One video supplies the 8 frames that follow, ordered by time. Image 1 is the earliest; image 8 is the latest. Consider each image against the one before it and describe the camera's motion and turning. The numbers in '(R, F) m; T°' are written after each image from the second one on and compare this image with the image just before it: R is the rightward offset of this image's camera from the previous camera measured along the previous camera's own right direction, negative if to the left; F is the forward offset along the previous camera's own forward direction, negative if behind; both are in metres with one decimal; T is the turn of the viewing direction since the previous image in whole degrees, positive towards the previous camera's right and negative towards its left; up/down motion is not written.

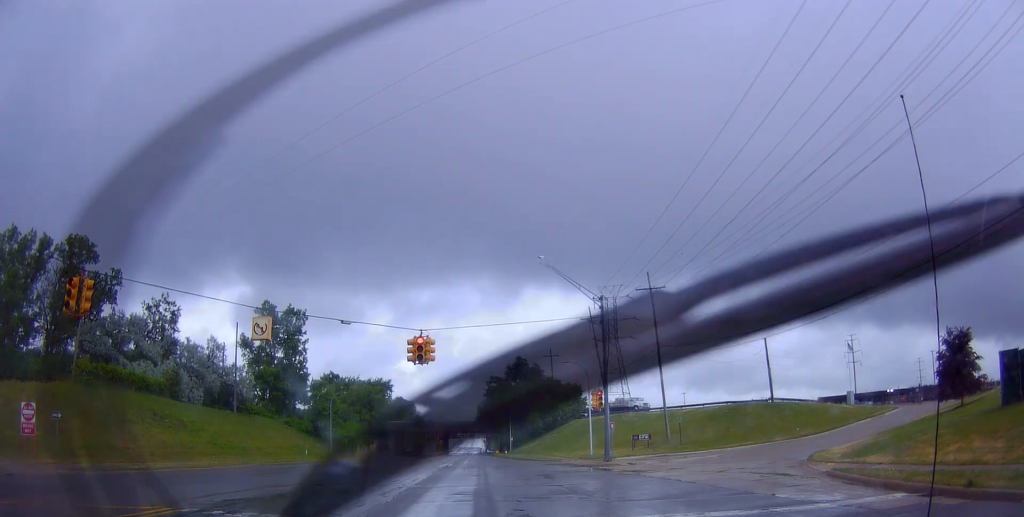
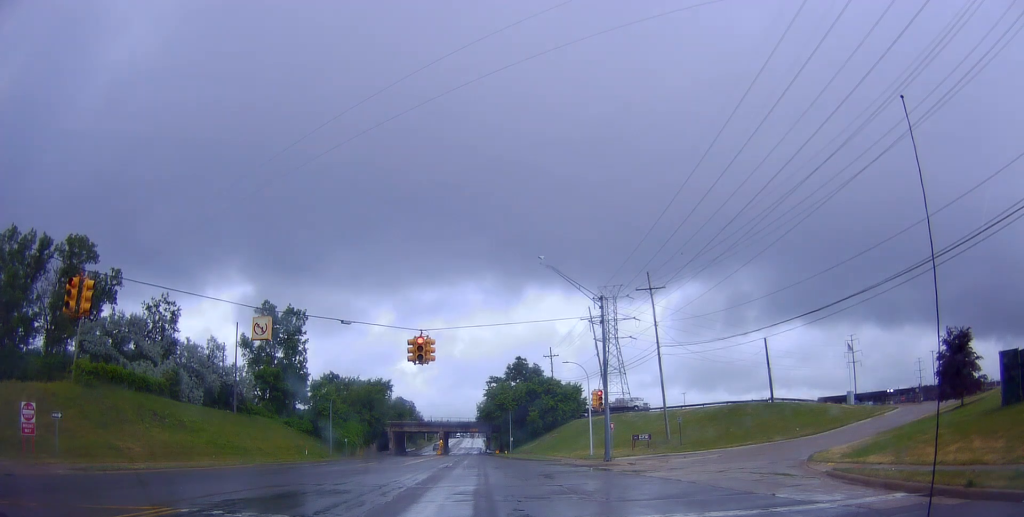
(0.0, 0.0) m; 0°
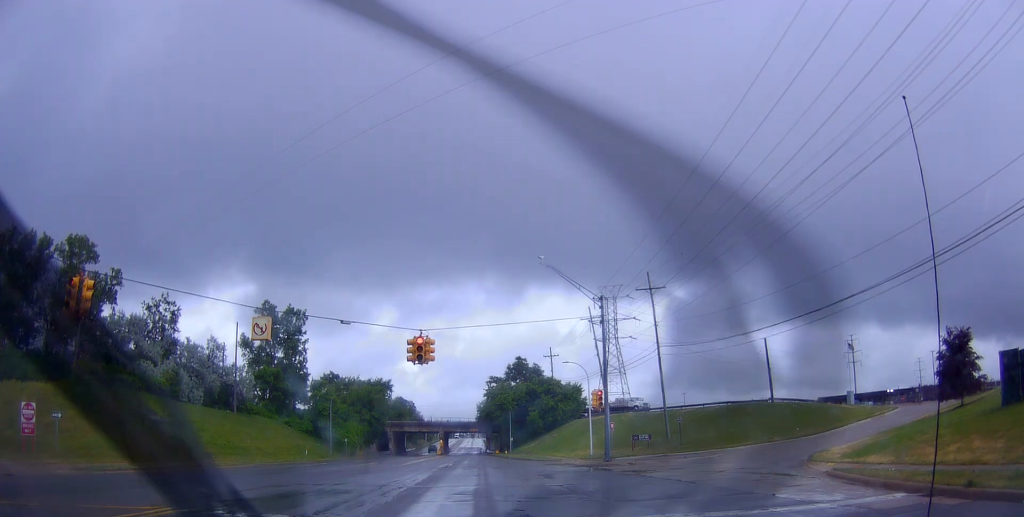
(0.0, 0.0) m; 0°
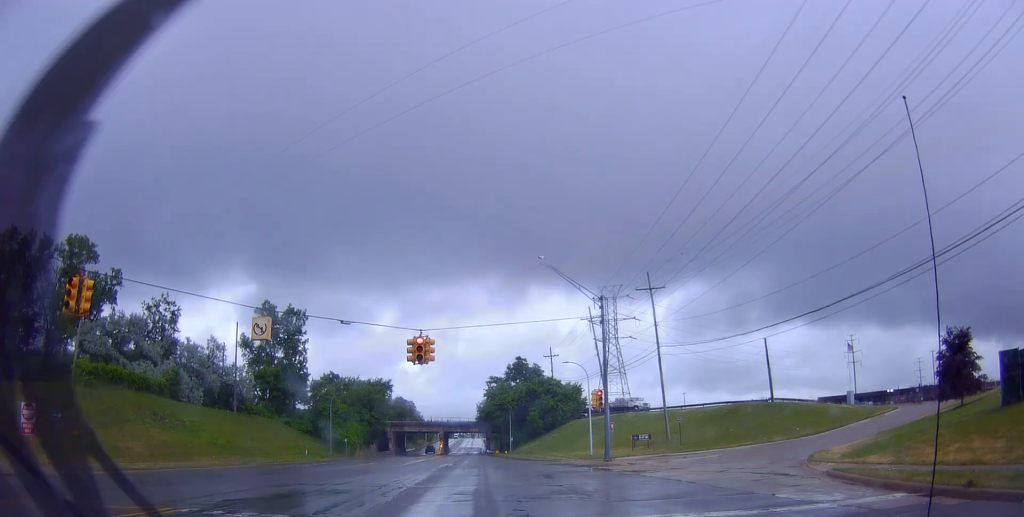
(0.0, 0.0) m; 0°
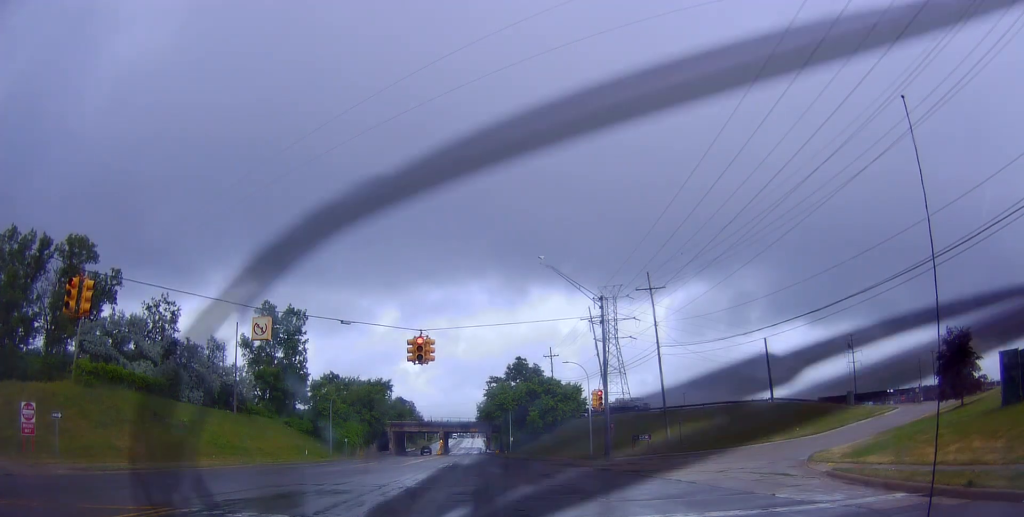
(0.0, 0.0) m; 0°
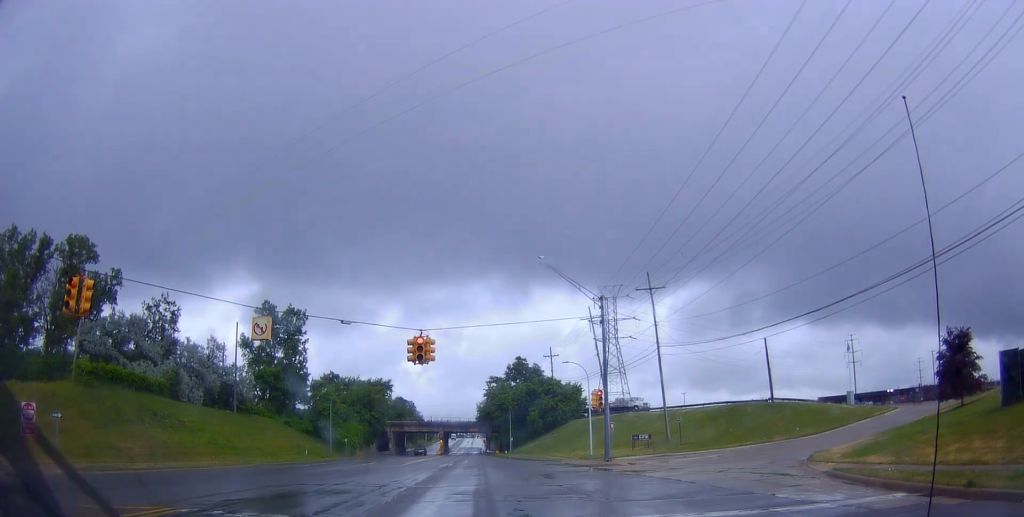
(0.0, 0.0) m; 0°
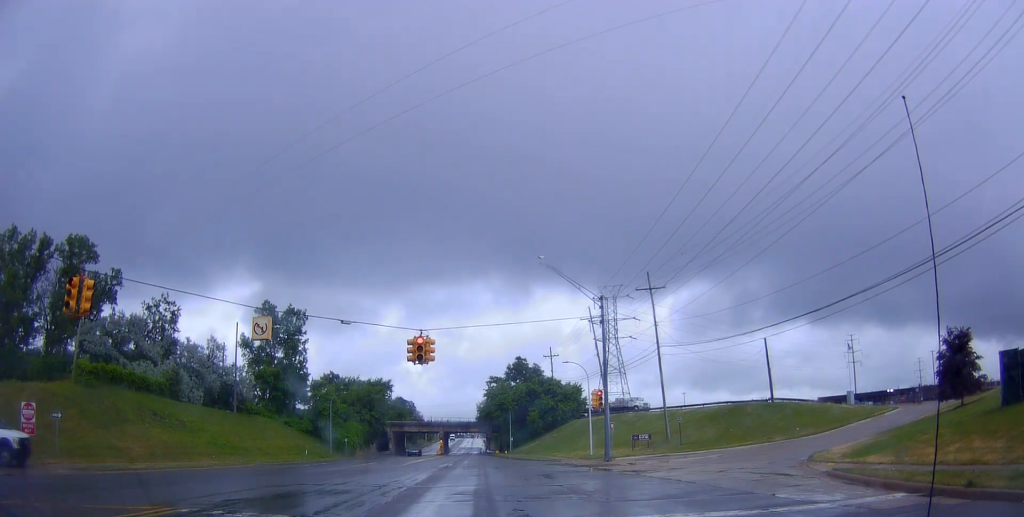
(0.0, 0.0) m; 0°
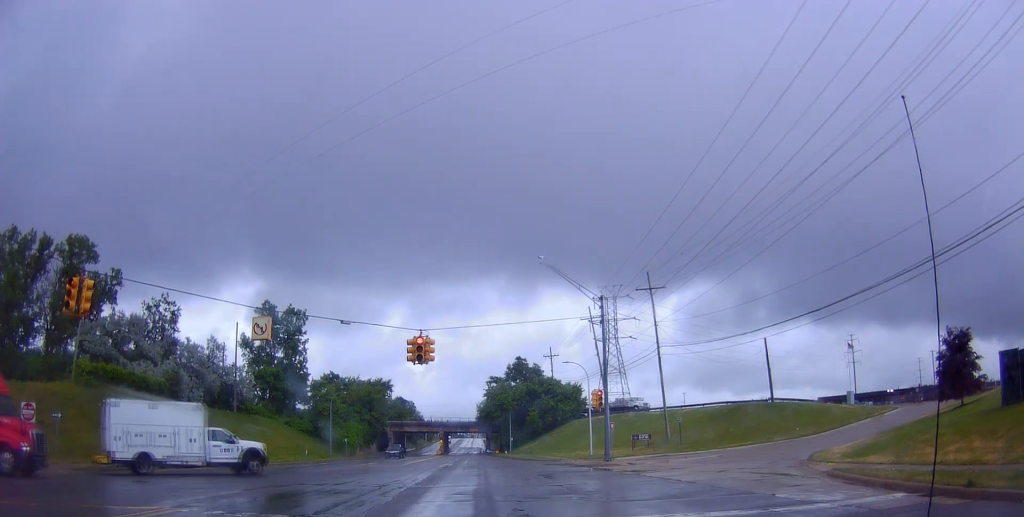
(0.0, 0.0) m; 0°
